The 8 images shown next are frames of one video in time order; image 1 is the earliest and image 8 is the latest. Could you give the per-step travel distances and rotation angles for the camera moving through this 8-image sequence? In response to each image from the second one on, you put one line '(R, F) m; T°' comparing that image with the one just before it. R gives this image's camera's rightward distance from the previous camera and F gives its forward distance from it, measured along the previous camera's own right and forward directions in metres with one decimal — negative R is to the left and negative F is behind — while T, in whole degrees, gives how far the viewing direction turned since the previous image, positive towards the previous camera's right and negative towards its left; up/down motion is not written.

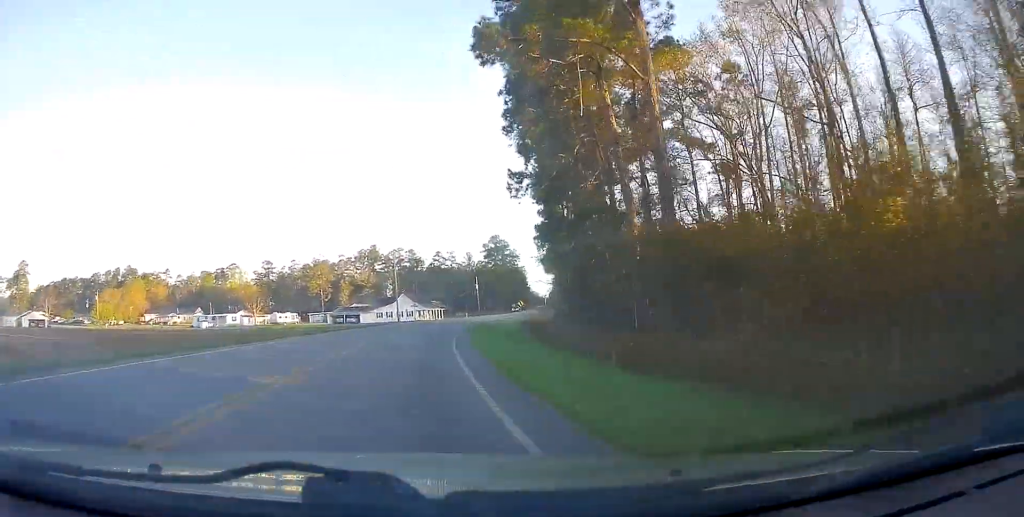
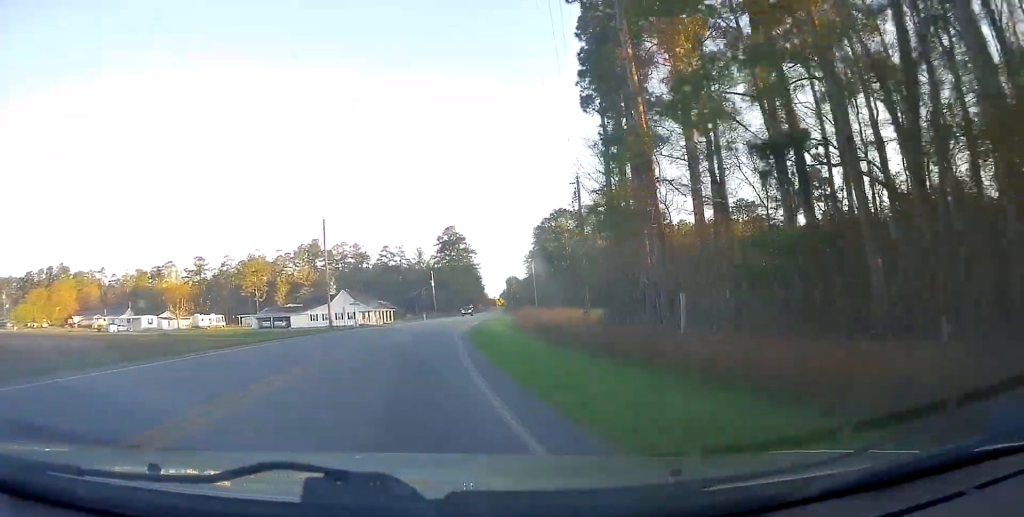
(+0.5, +24.9) m; +4°
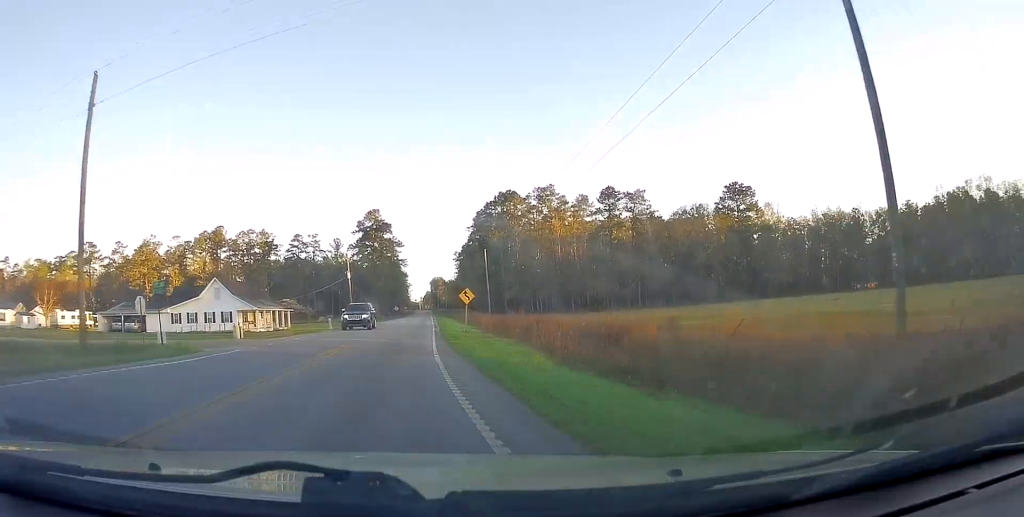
(+2.3, +31.7) m; +7°
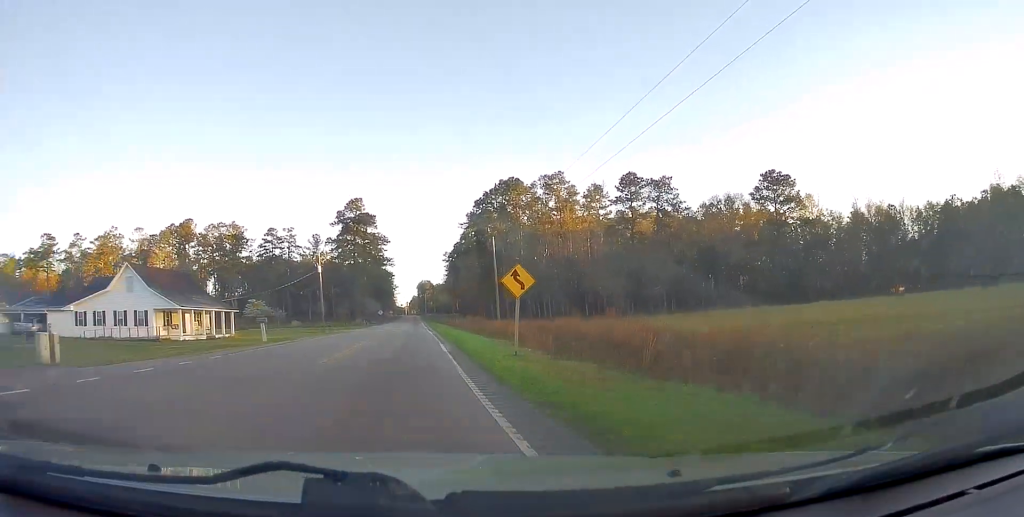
(+0.6, +18.8) m; +4°
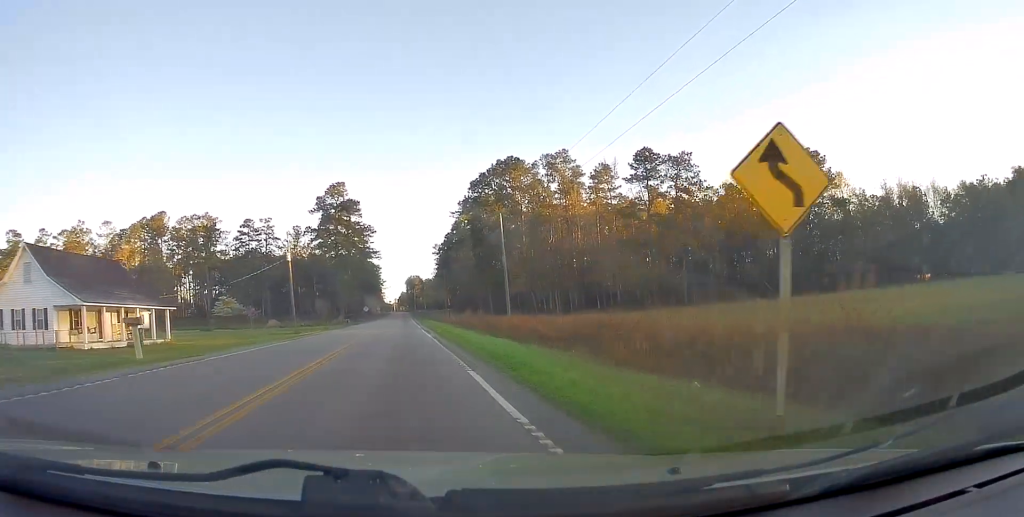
(0.0, +12.9) m; +3°
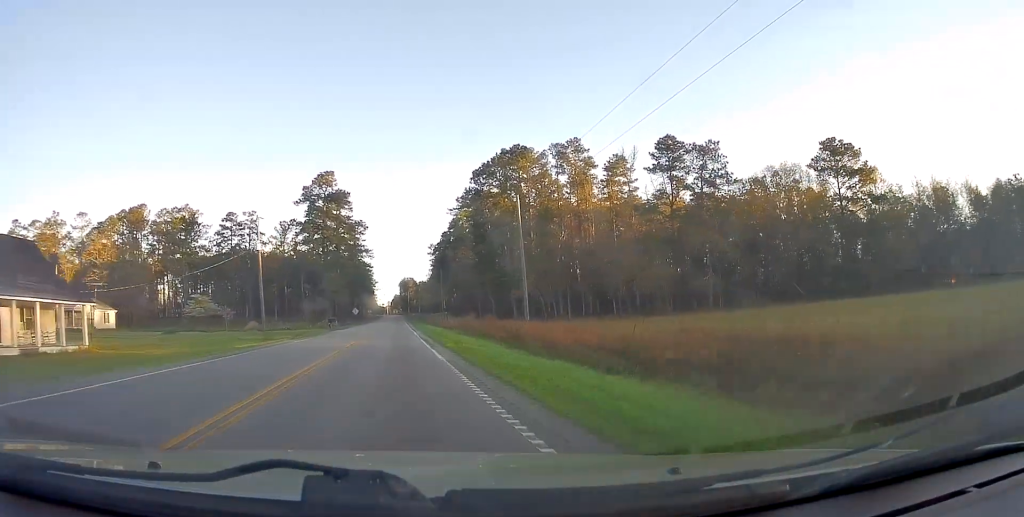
(+0.3, +10.7) m; +2°
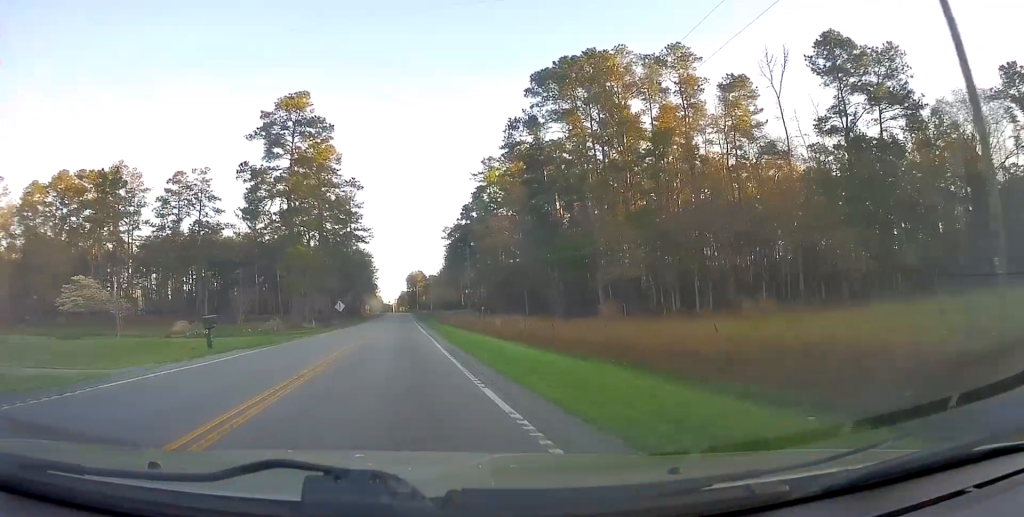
(+1.9, +37.6) m; +5°
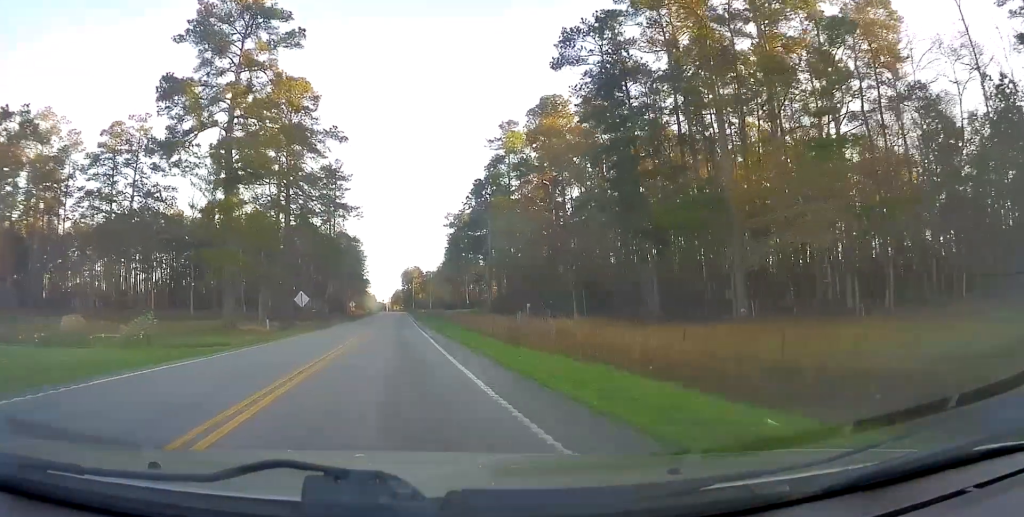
(+0.6, +23.9) m; +1°
